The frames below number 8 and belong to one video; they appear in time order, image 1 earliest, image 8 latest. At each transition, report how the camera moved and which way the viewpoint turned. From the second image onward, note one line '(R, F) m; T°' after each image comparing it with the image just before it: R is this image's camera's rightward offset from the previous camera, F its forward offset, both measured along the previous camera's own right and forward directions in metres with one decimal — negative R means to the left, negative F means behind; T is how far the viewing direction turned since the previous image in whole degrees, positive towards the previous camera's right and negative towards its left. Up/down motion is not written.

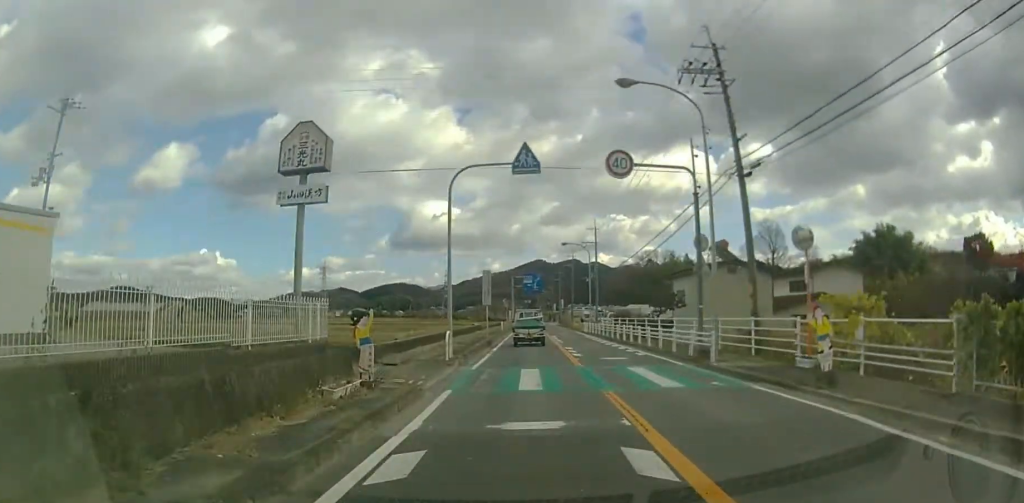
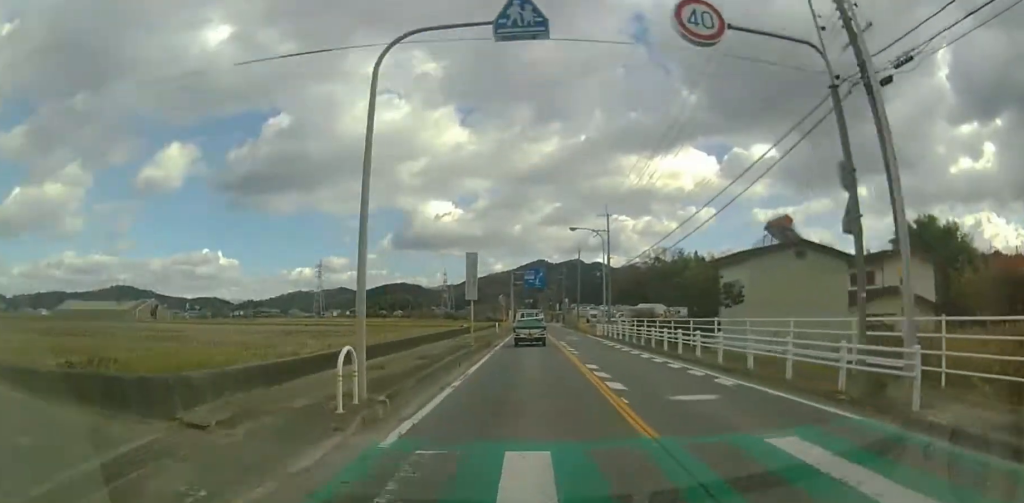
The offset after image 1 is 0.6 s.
(0.0, +8.5) m; 0°
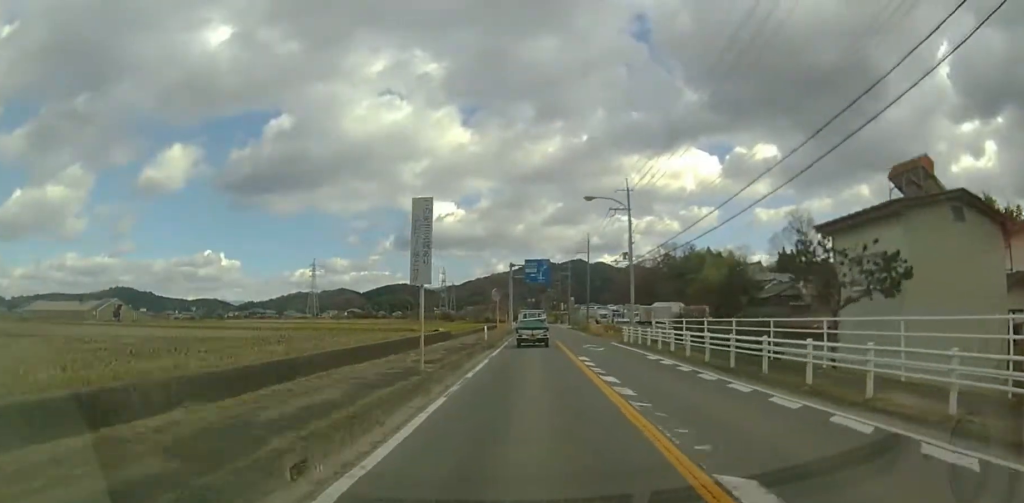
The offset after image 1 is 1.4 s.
(0.0, +10.2) m; 0°
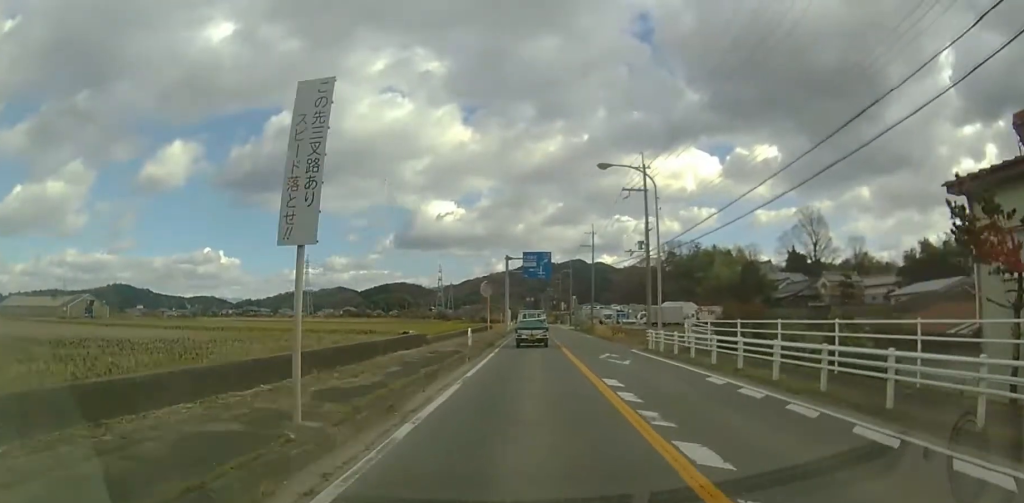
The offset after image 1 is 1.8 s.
(0.0, +6.4) m; 0°
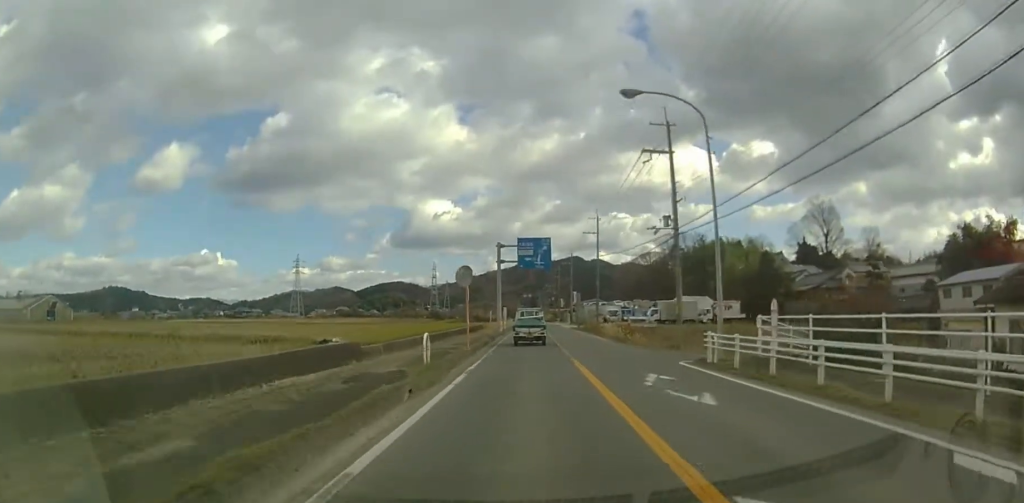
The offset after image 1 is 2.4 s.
(-0.1, +8.0) m; +1°
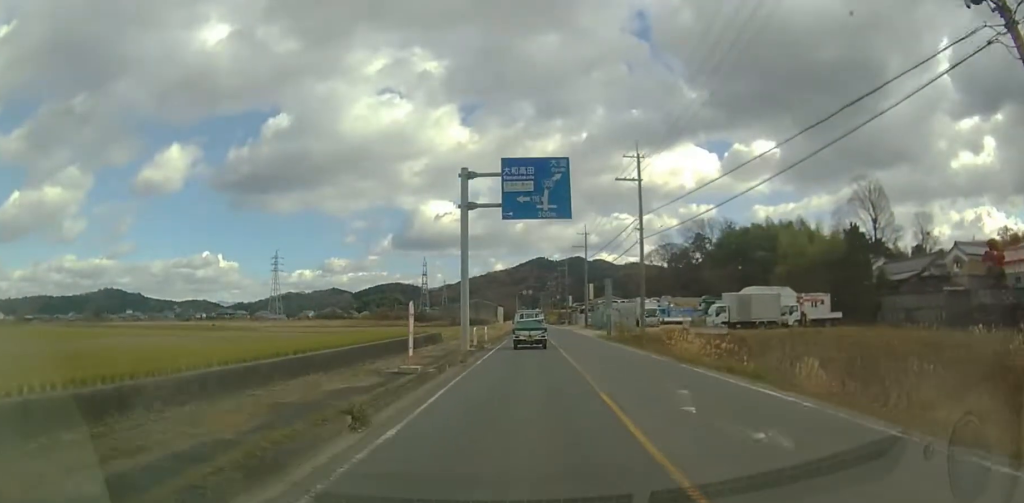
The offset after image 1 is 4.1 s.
(+0.2, +23.1) m; 0°
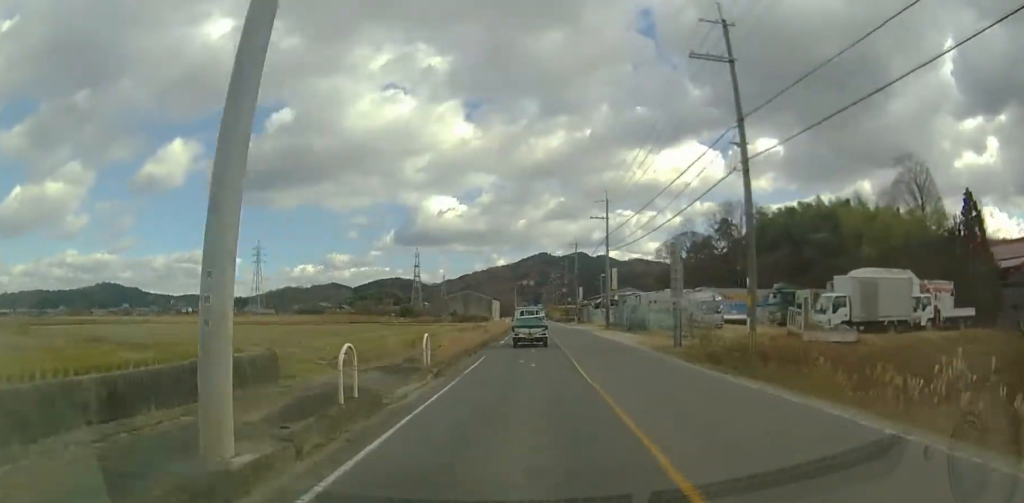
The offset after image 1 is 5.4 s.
(-0.2, +17.8) m; -1°
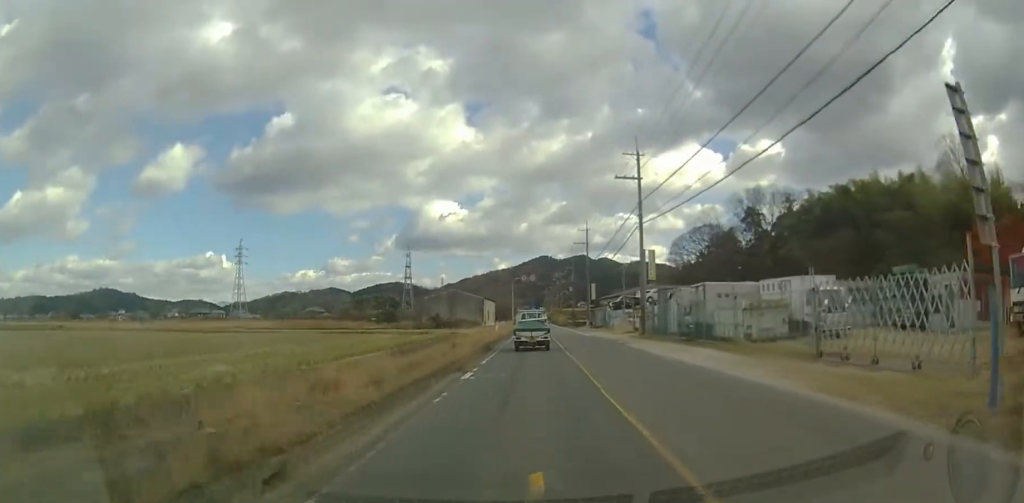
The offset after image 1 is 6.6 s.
(-0.1, +15.9) m; 0°
